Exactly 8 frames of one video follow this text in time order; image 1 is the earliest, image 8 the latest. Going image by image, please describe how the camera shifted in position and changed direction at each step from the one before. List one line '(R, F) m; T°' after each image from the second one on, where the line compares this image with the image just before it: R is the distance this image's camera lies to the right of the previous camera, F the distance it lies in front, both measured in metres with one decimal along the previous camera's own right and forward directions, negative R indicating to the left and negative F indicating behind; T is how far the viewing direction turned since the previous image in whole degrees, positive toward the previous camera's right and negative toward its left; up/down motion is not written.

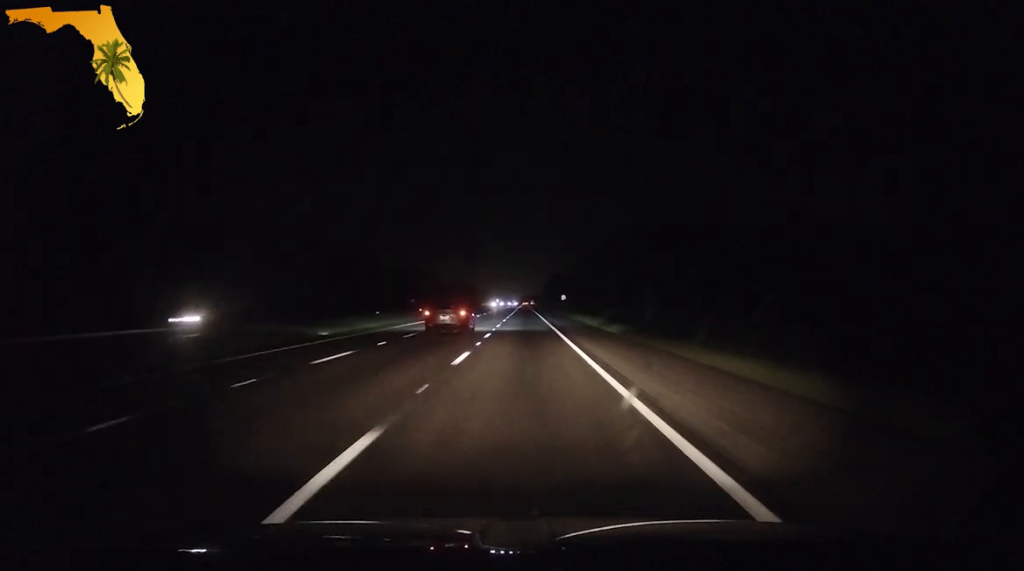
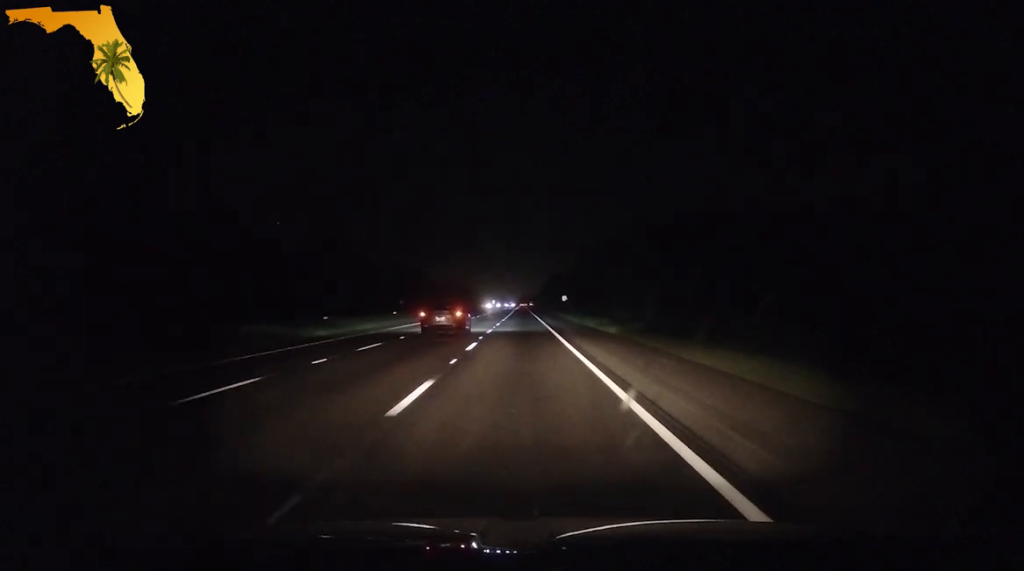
(0.0, +18.8) m; 0°
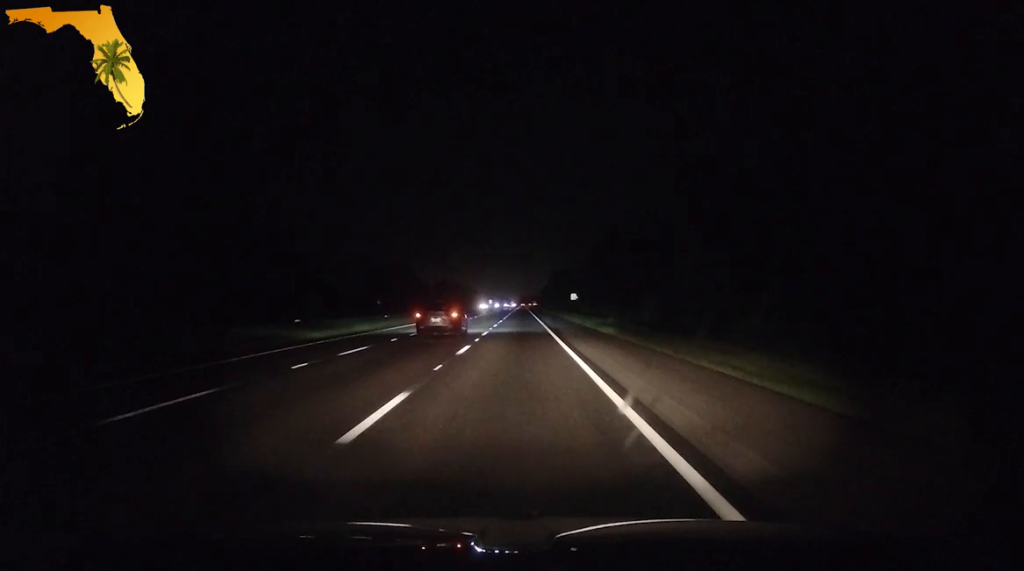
(0.0, +37.5) m; 0°
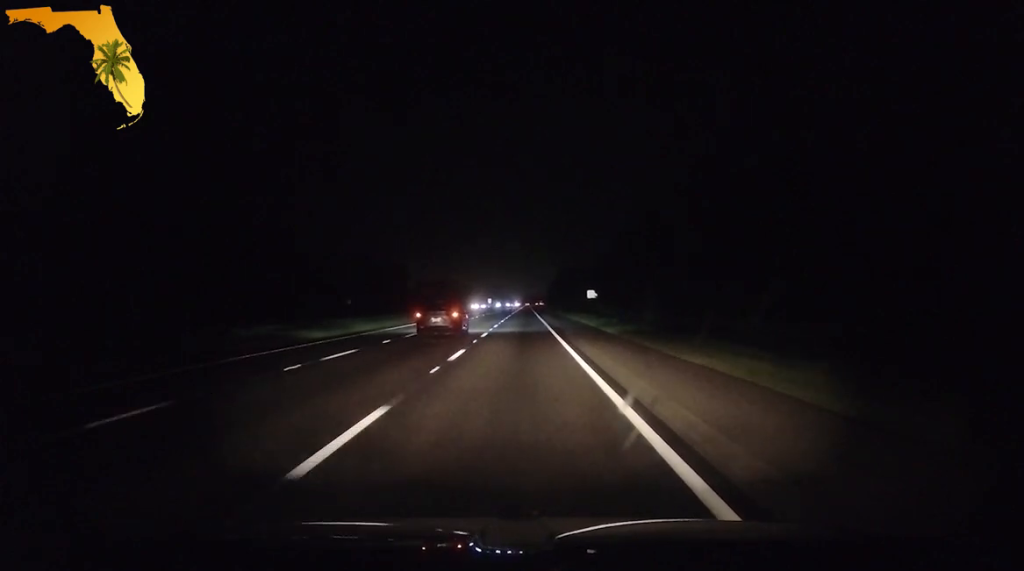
(+0.2, +37.5) m; 0°
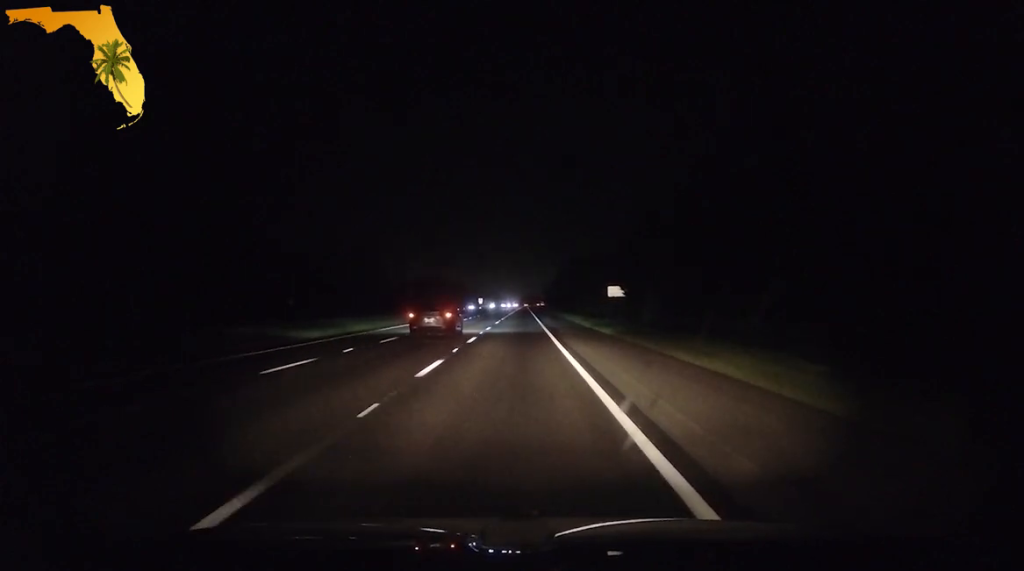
(-0.2, +39.7) m; 0°
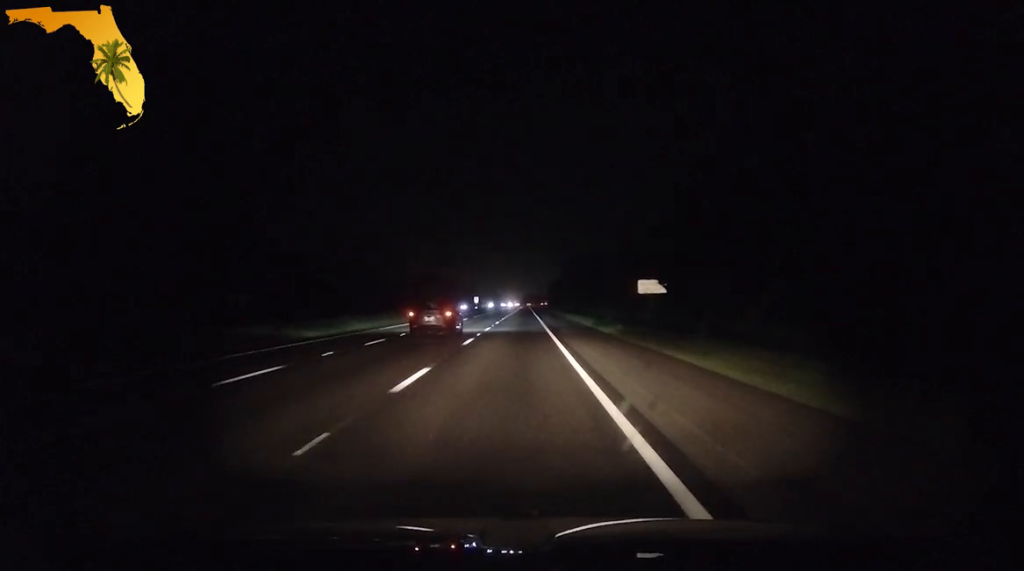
(0.0, +26.5) m; 0°
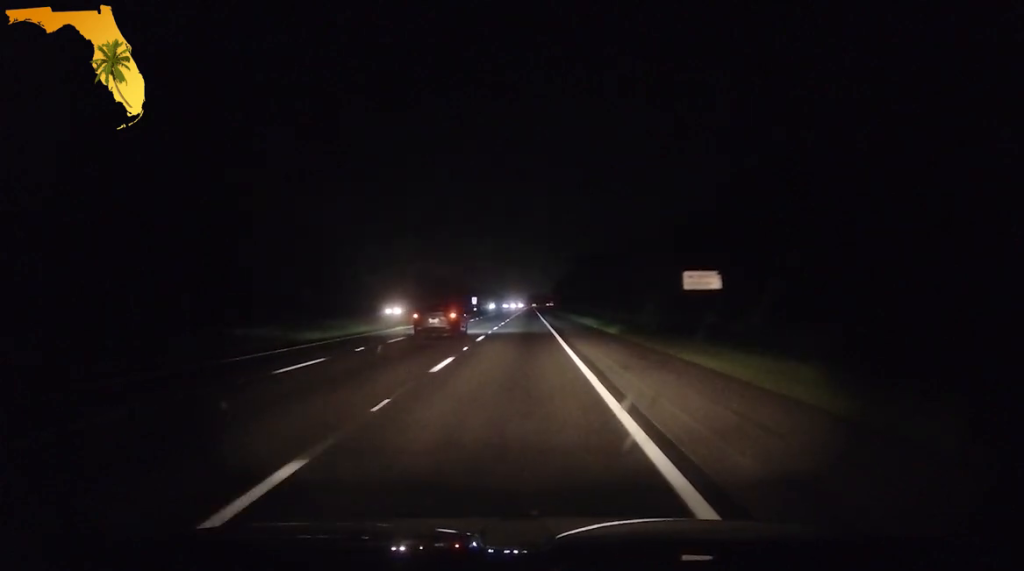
(+0.1, +20.9) m; 0°
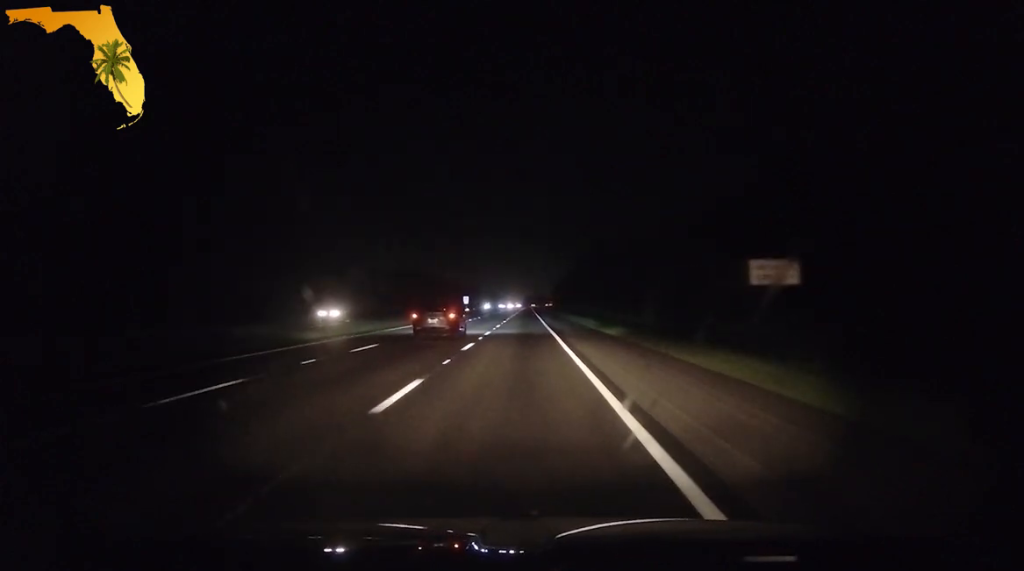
(0.0, +17.5) m; 0°
